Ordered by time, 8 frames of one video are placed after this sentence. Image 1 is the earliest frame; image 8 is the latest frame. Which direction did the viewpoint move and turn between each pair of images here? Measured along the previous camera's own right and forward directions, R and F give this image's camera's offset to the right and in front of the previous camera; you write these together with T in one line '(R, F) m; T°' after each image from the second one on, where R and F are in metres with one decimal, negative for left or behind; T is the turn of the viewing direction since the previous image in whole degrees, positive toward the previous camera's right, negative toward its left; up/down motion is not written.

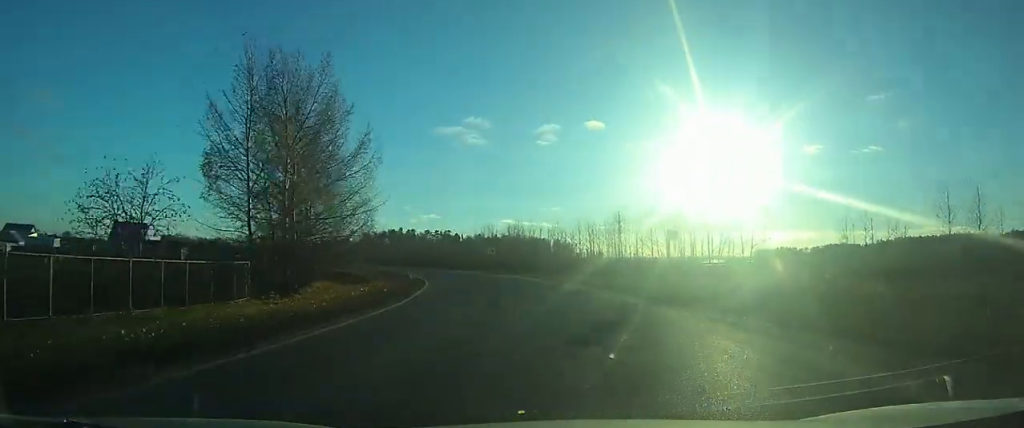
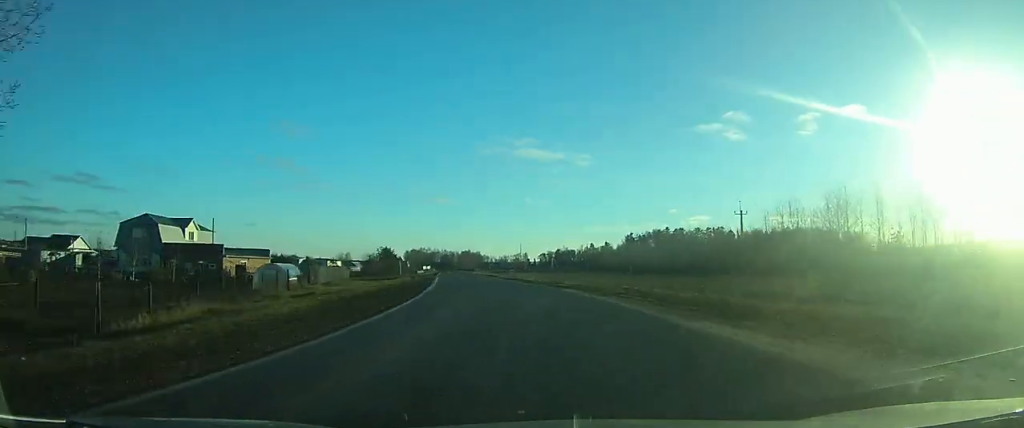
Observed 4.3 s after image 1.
(-13.4, +55.7) m; -27°
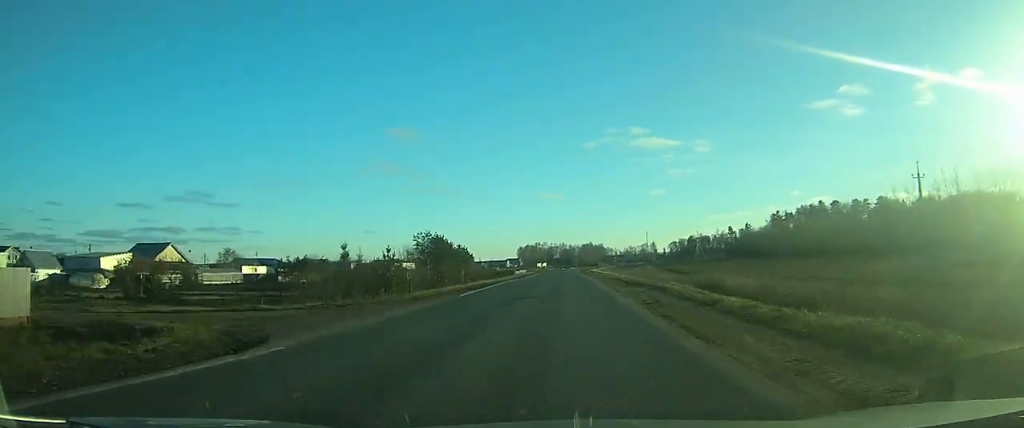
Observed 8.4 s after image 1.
(-9.1, +68.2) m; -11°
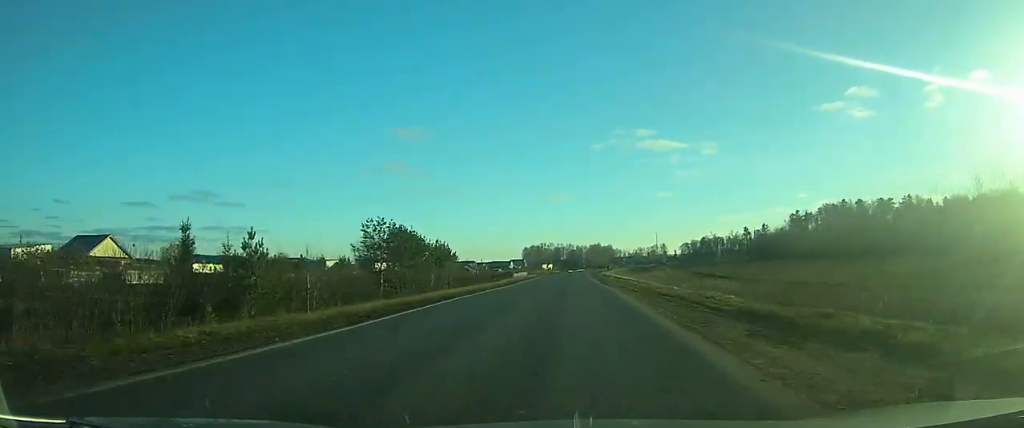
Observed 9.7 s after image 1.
(-0.3, +22.6) m; -1°
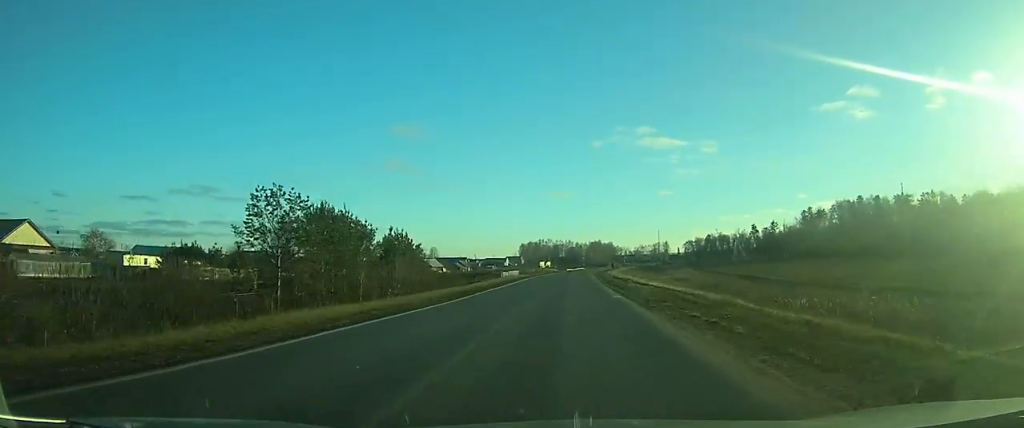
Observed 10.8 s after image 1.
(-0.1, +20.3) m; 0°
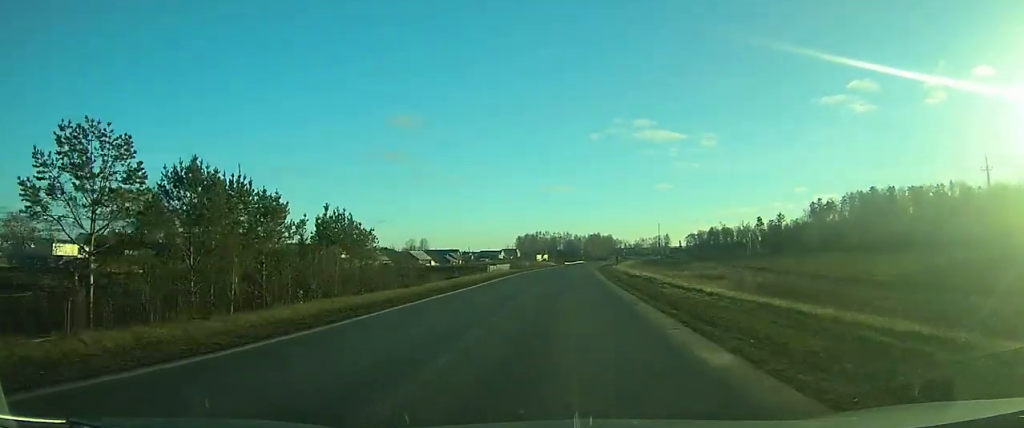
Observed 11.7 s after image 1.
(-0.1, +15.5) m; 0°
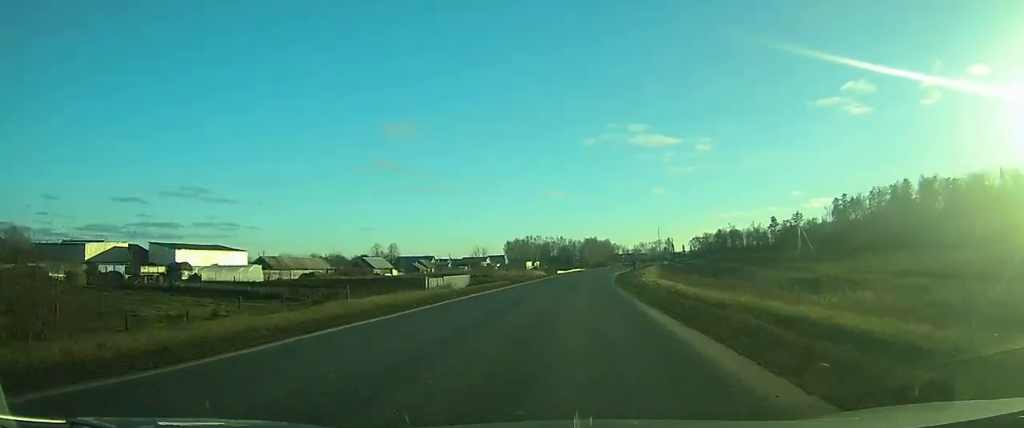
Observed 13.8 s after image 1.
(+0.2, +38.3) m; +1°
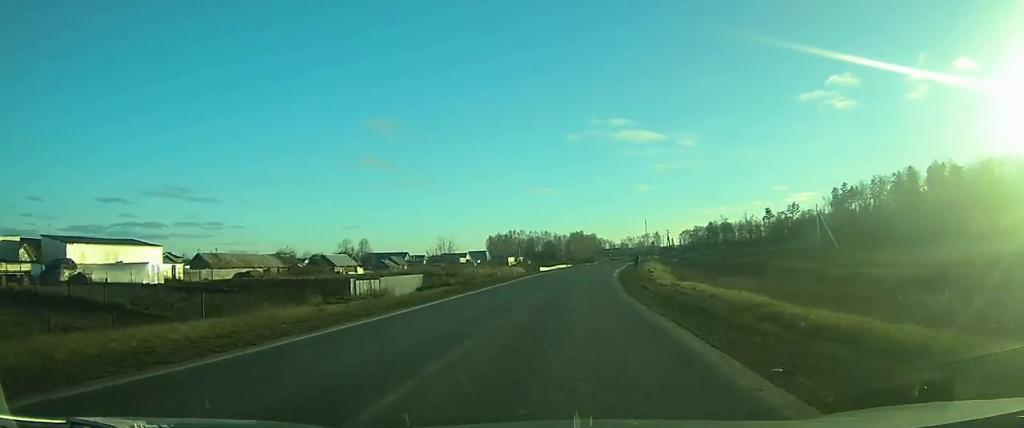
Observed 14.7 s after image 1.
(0.0, +17.0) m; +1°
